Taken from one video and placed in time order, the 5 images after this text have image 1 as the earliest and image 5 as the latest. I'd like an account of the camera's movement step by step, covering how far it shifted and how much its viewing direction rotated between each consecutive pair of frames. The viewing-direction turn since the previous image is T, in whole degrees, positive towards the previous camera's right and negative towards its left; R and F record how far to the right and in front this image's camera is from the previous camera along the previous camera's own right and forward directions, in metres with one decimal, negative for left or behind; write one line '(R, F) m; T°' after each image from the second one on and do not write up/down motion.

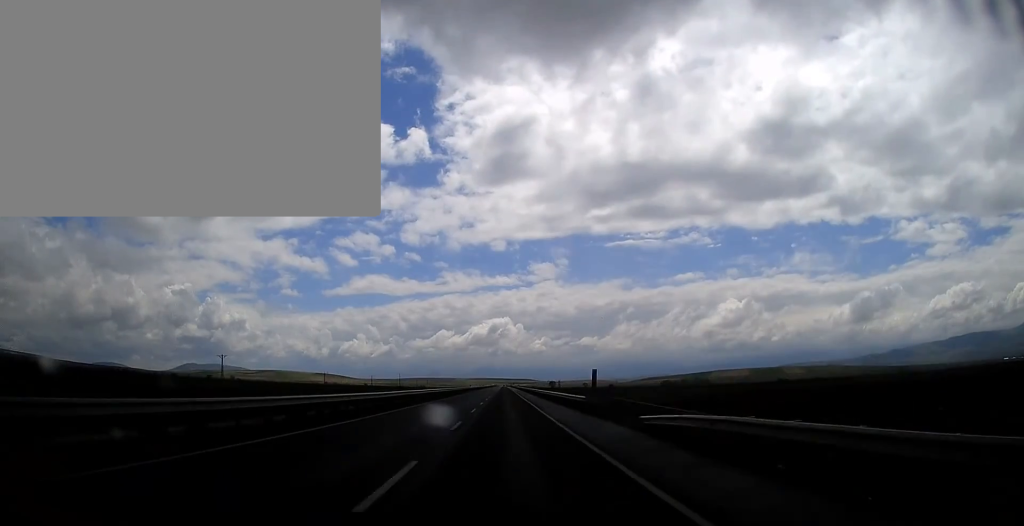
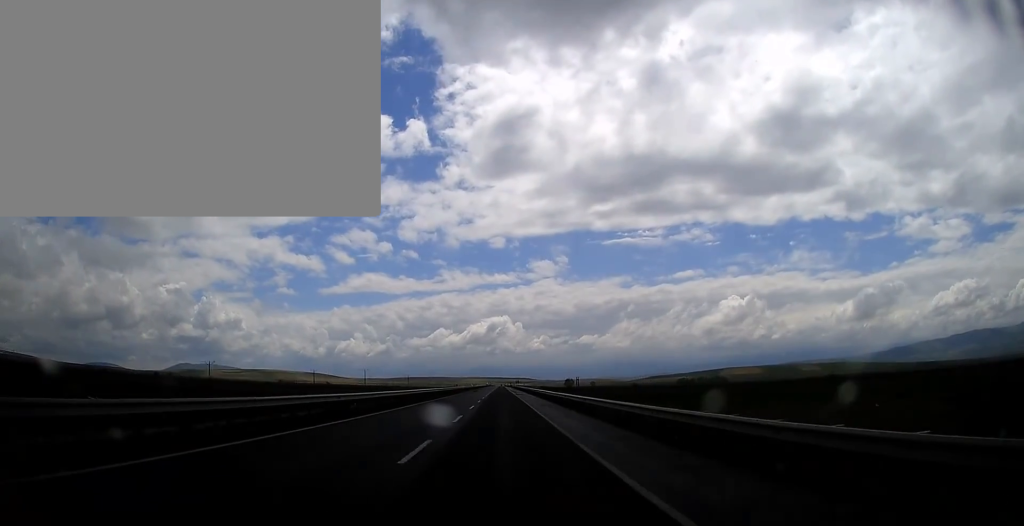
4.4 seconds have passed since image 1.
(-0.2, +128.5) m; 0°
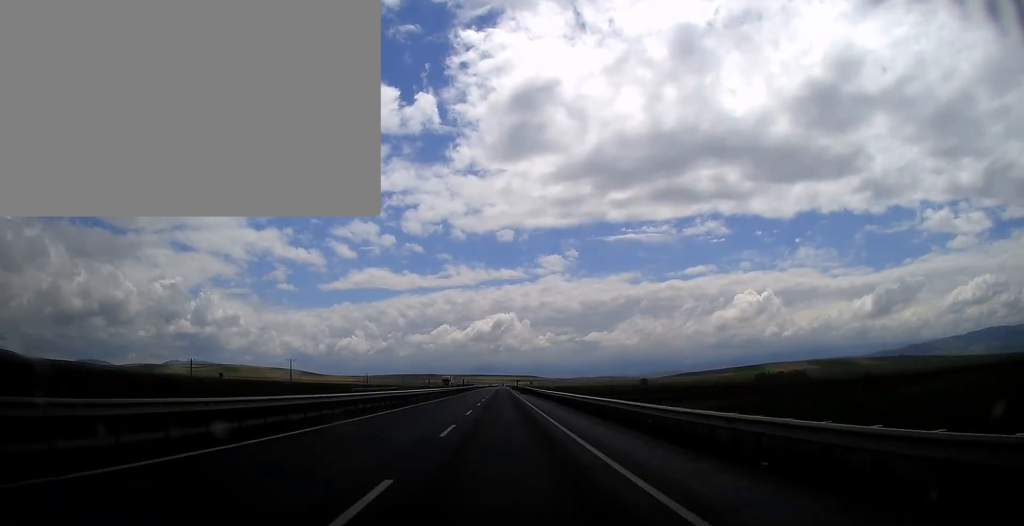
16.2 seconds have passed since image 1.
(-0.3, +344.6) m; 0°
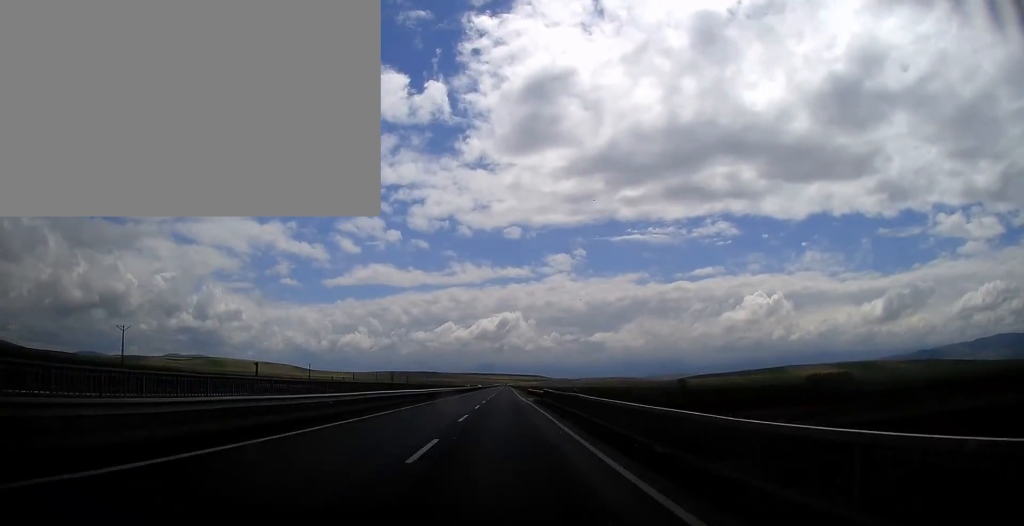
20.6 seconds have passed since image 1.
(-0.1, +128.5) m; 0°
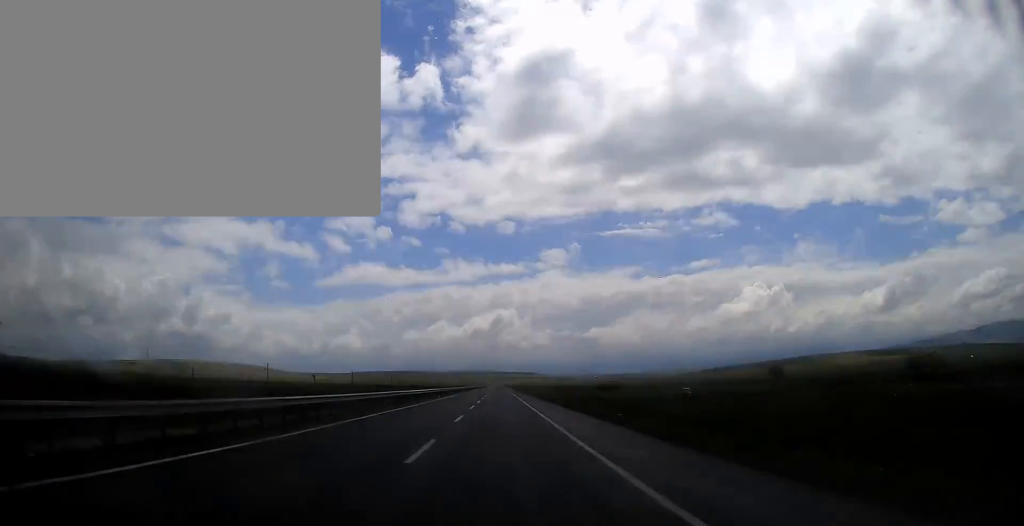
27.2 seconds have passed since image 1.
(+0.5, +192.9) m; 0°
